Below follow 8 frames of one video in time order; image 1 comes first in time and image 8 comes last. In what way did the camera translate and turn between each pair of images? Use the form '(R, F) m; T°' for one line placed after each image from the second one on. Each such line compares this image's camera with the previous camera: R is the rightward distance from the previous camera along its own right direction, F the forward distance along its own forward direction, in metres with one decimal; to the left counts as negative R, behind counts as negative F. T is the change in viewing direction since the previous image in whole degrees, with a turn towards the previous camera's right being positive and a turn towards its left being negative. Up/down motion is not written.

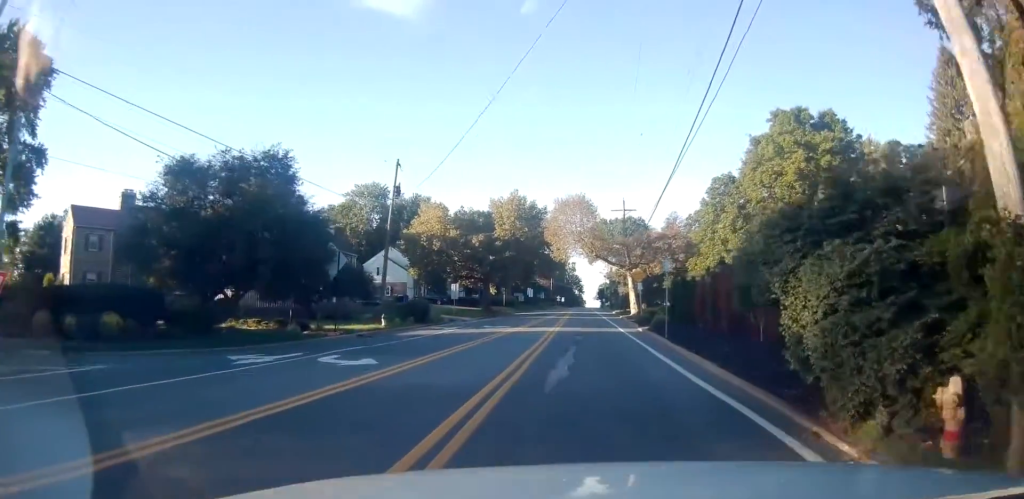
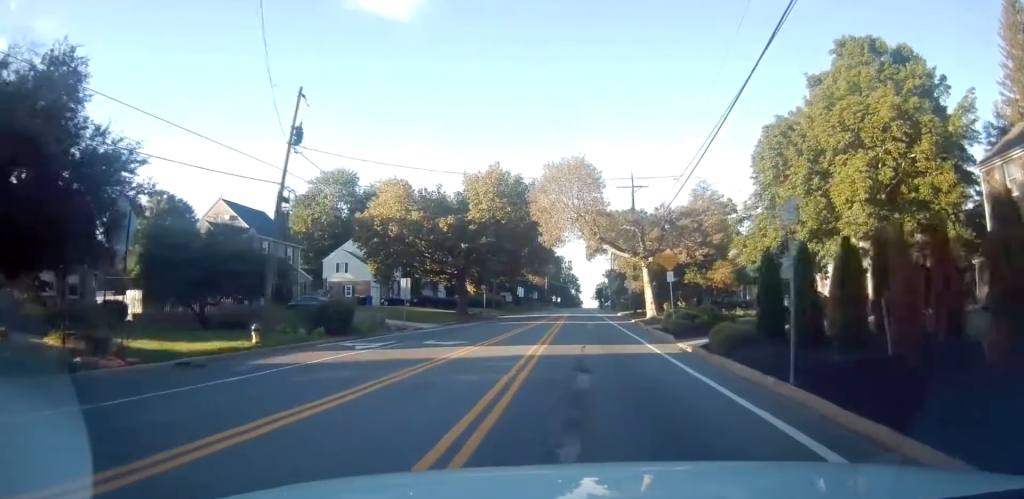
(0.0, +12.1) m; +1°
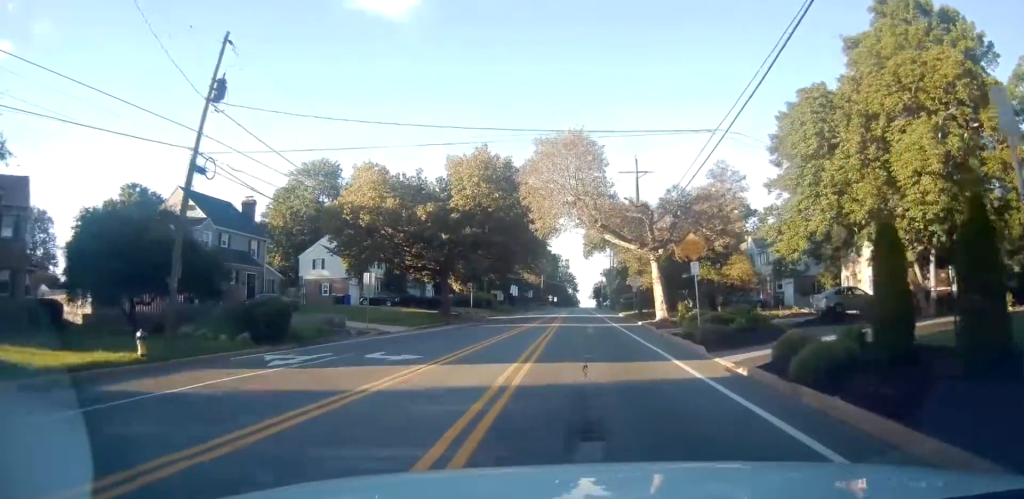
(+0.1, +5.4) m; 0°
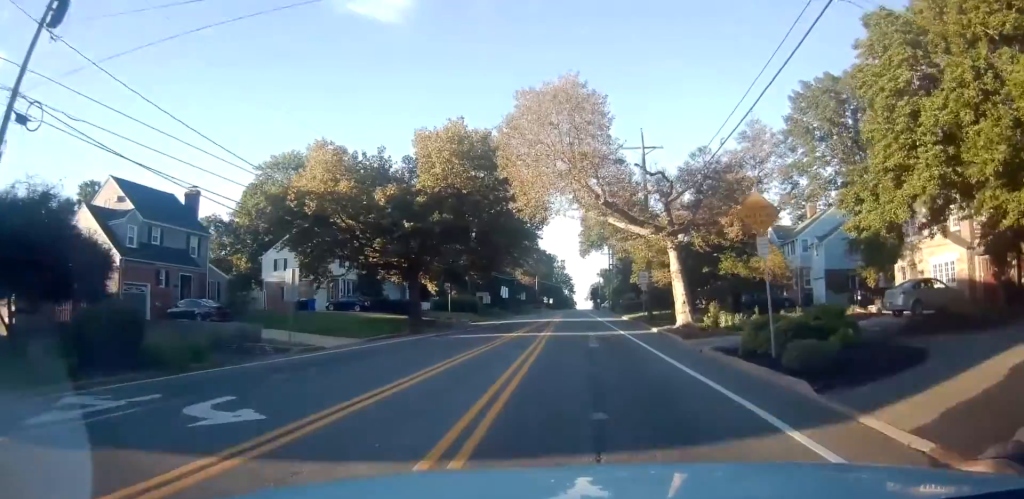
(+0.2, +7.1) m; -1°
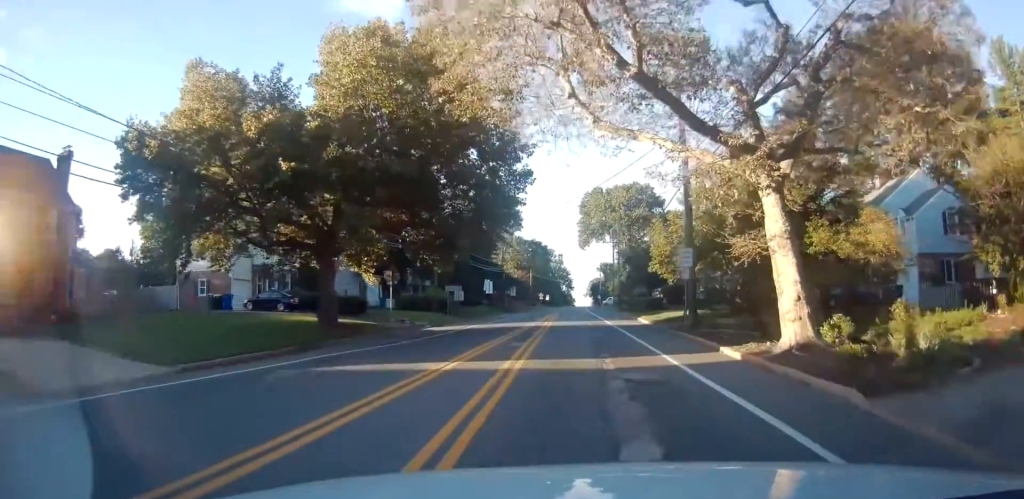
(-0.4, +13.3) m; 0°
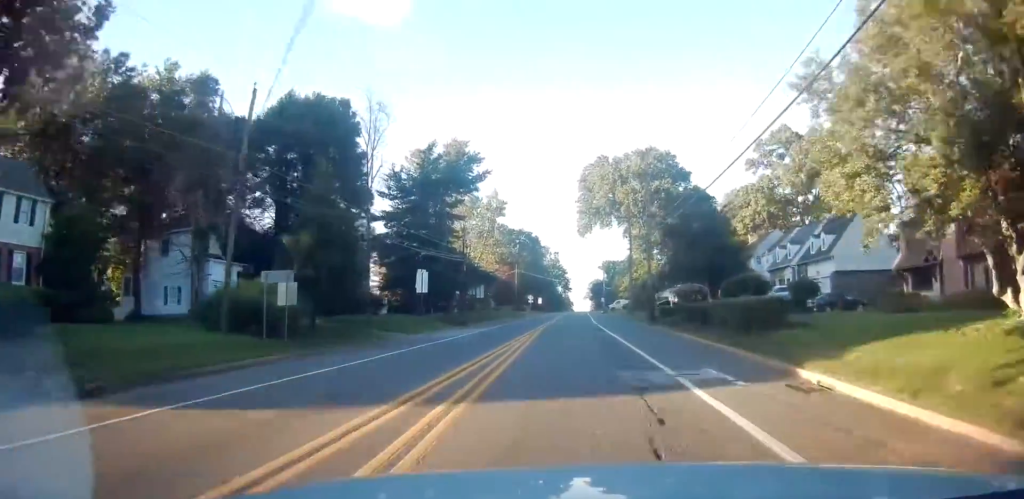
(+0.4, +28.5) m; 0°
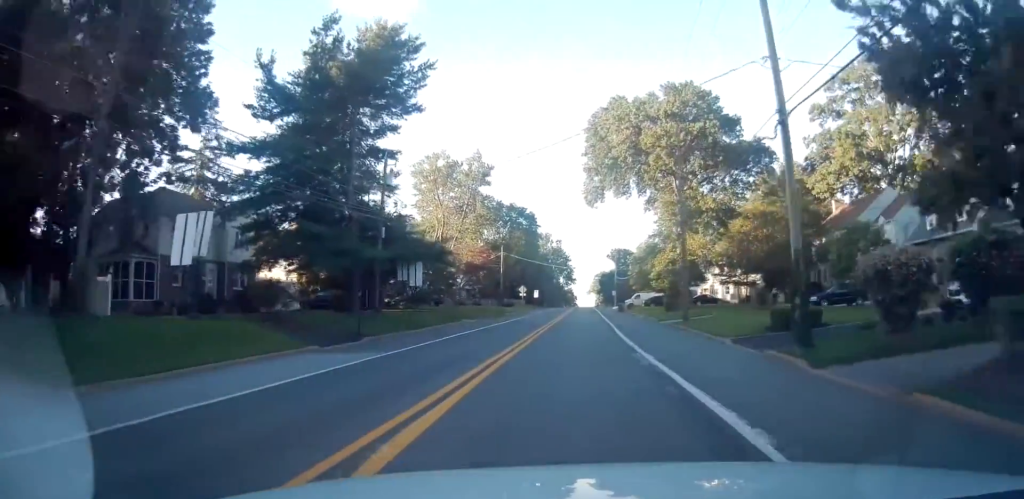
(-0.1, +25.2) m; -1°
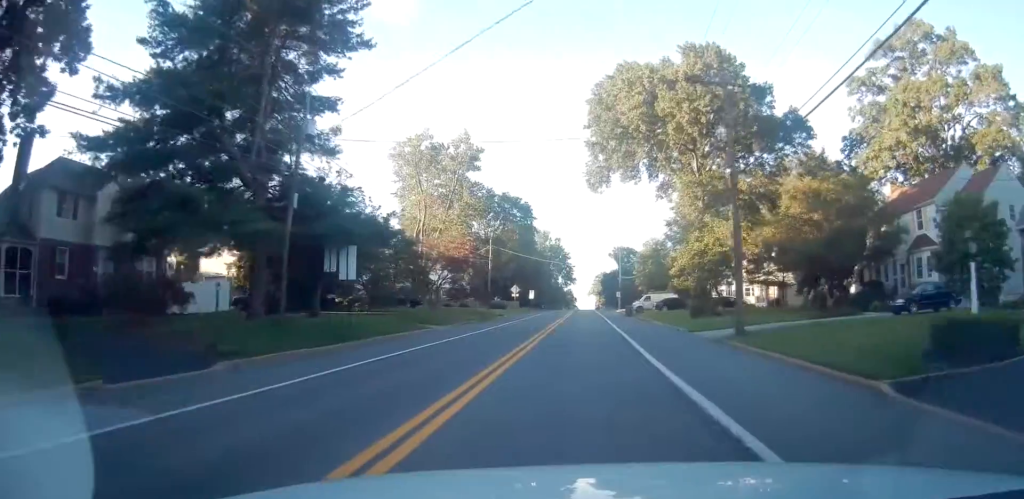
(-0.2, +10.5) m; 0°
